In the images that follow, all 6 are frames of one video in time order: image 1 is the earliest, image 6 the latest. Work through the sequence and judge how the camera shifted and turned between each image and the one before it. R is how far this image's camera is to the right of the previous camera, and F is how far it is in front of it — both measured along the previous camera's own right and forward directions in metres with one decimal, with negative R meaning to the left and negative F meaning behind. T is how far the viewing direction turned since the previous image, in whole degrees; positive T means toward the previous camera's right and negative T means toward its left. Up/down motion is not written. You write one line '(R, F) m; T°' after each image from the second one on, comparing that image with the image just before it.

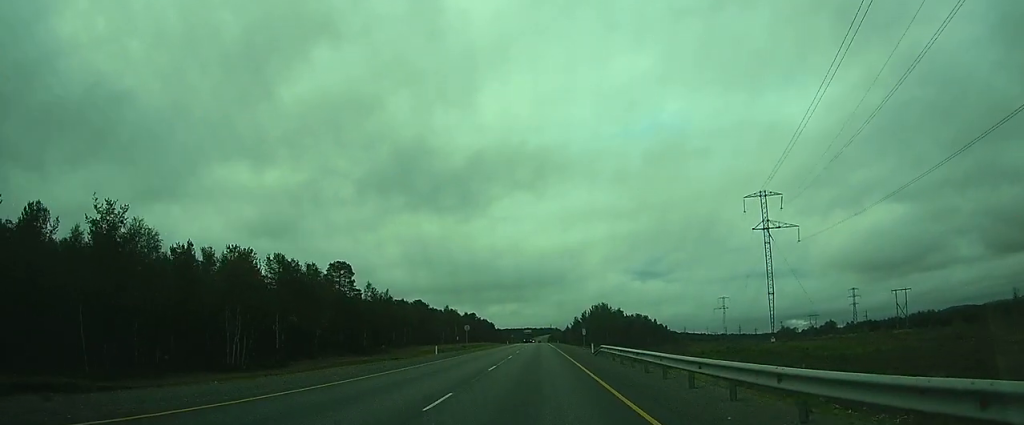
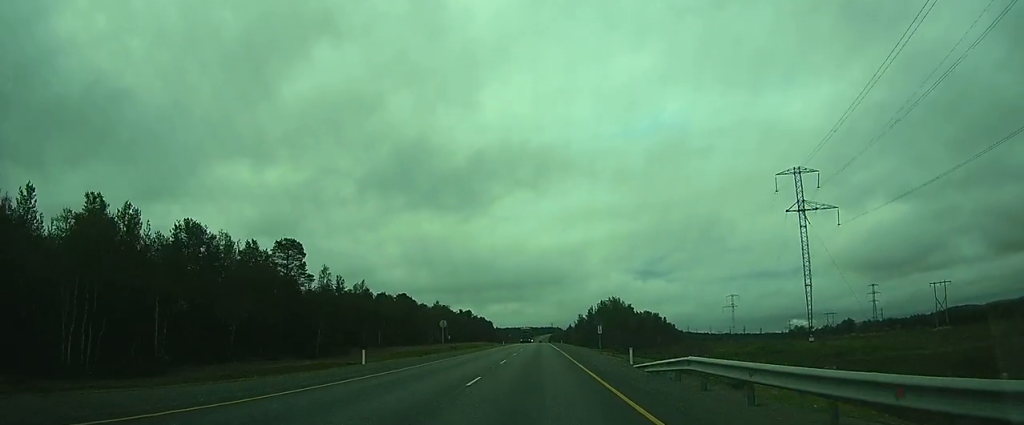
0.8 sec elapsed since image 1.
(0.0, +17.4) m; 0°
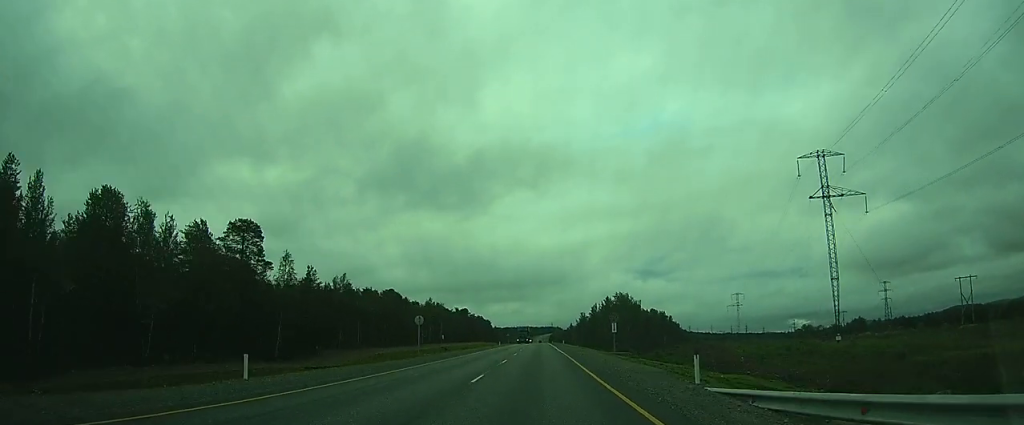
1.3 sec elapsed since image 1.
(0.0, +9.8) m; 0°
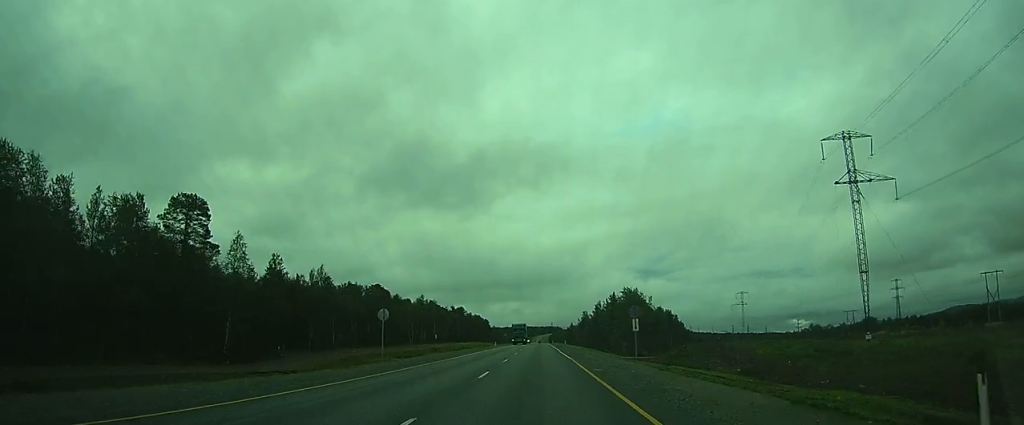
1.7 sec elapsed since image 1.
(0.0, +9.1) m; 0°
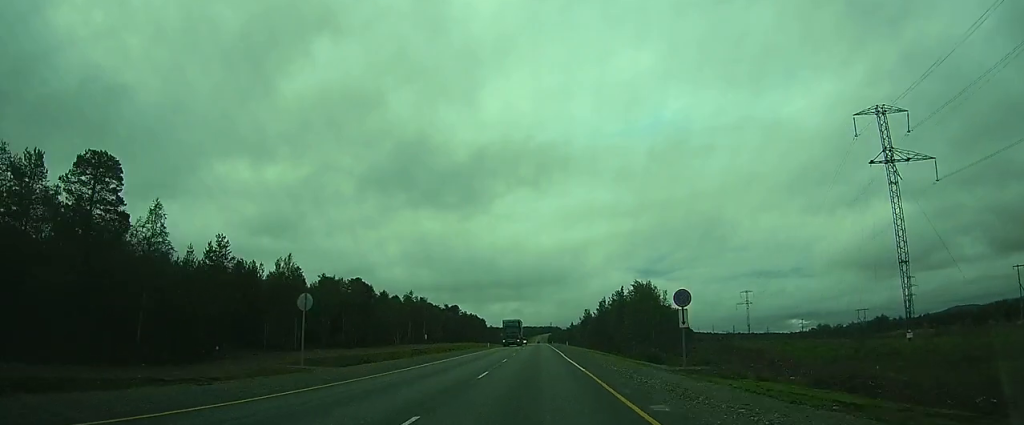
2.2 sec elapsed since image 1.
(-0.1, +9.9) m; 0°
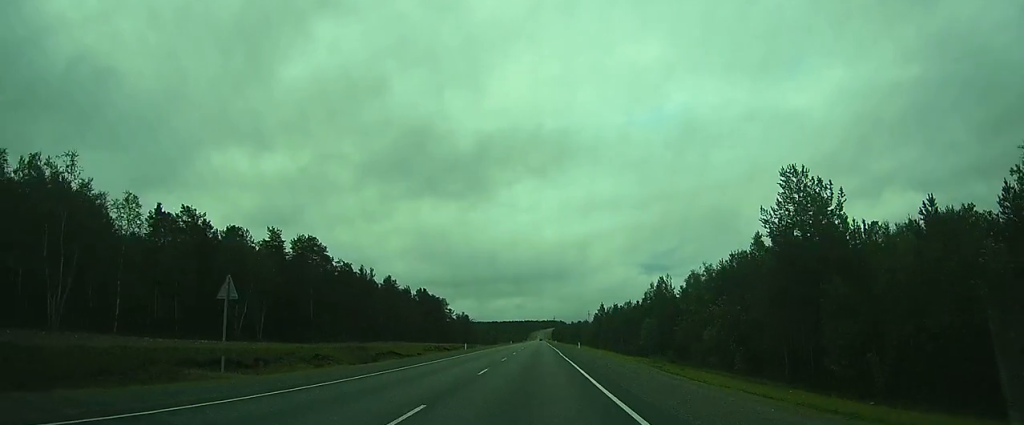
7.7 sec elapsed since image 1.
(+1.4, +123.0) m; +2°
